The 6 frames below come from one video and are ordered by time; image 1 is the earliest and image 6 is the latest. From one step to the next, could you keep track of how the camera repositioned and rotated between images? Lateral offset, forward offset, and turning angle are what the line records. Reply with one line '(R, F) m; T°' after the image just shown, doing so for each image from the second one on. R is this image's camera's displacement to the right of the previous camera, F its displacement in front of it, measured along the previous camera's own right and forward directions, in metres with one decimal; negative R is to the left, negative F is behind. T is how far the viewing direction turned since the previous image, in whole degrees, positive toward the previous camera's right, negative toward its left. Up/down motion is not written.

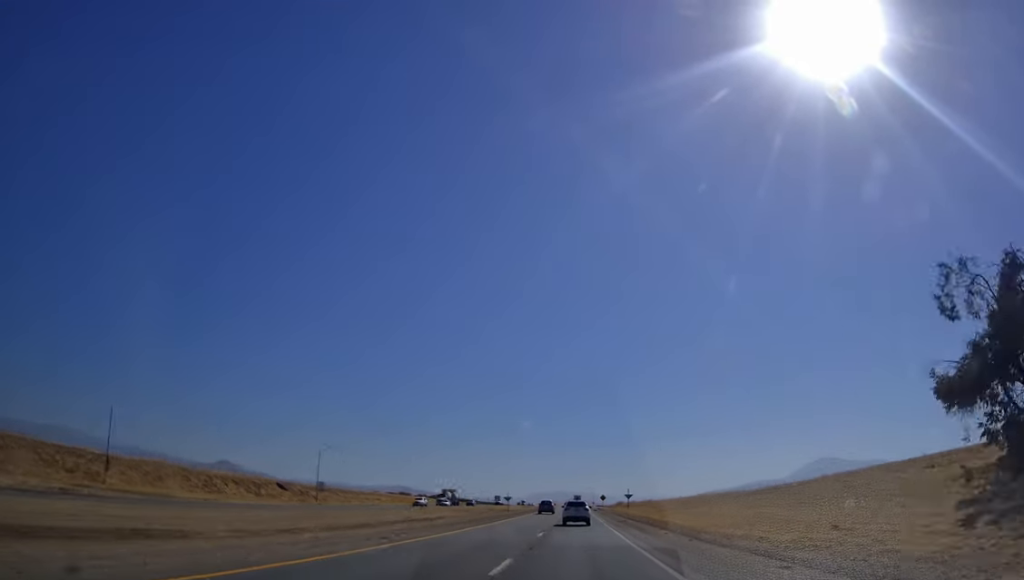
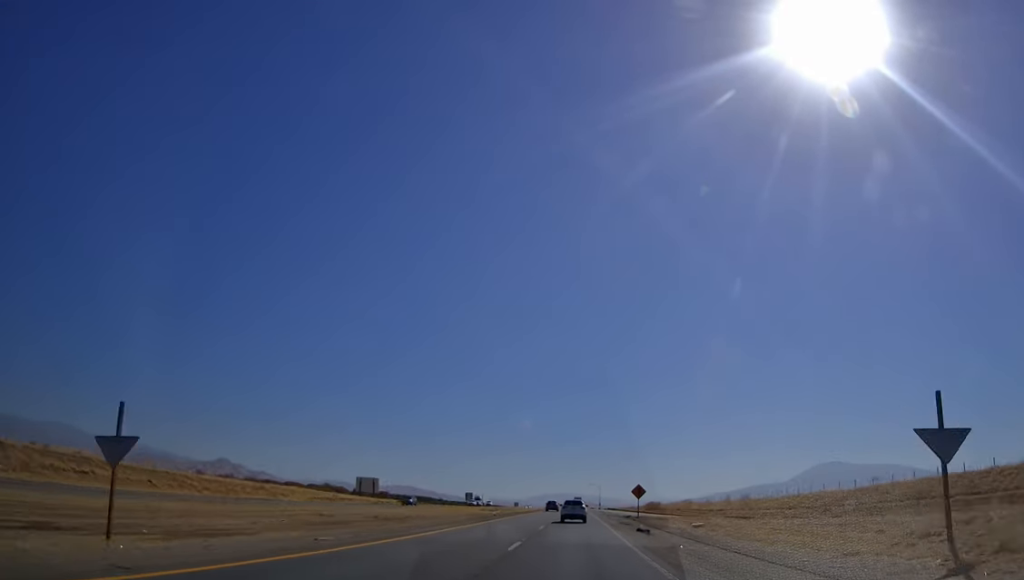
(+0.2, +91.8) m; 0°
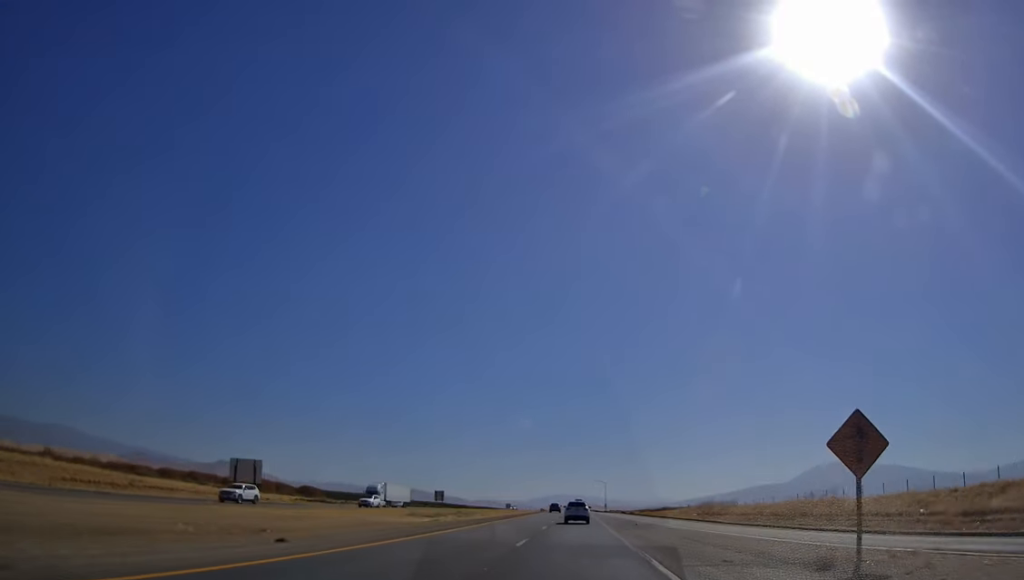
(-0.4, +52.4) m; 0°
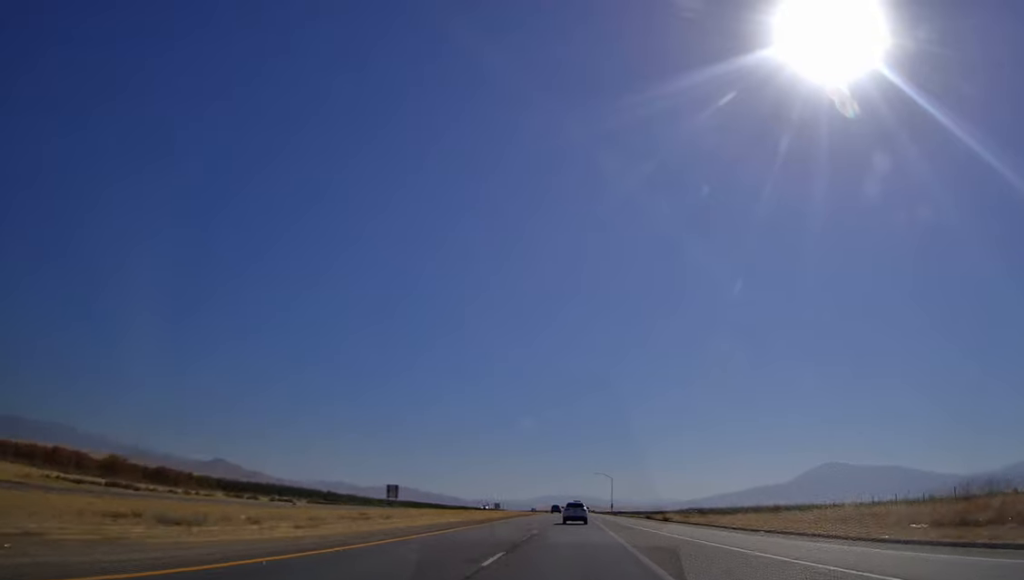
(+0.2, +47.9) m; 0°
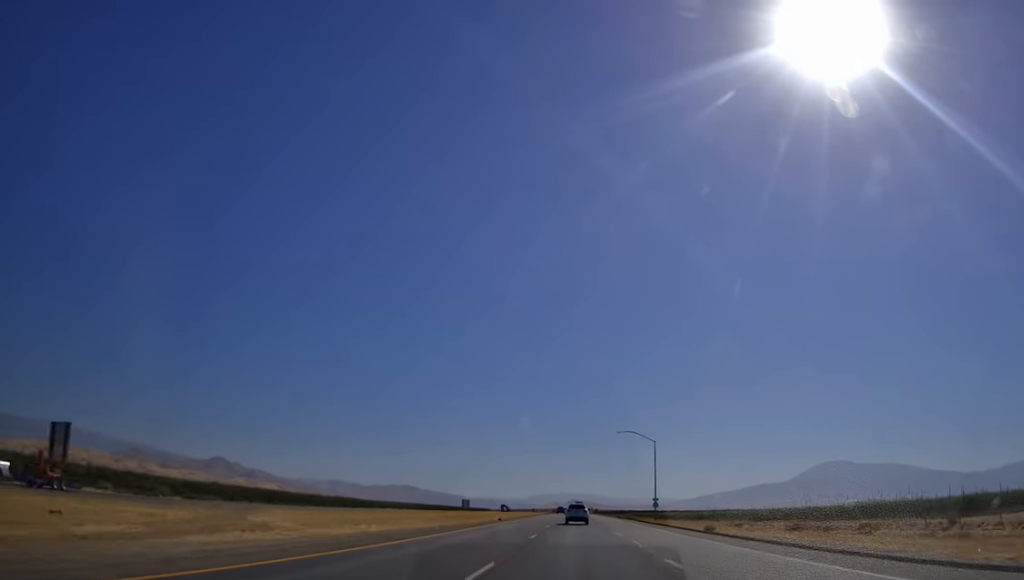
(-0.3, +109.2) m; 0°
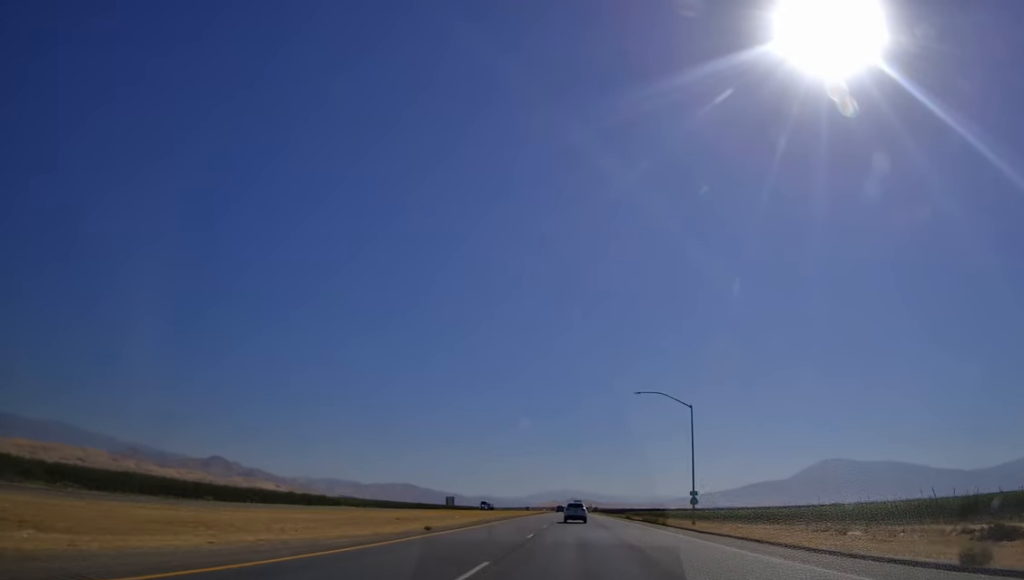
(0.0, +29.7) m; 0°
